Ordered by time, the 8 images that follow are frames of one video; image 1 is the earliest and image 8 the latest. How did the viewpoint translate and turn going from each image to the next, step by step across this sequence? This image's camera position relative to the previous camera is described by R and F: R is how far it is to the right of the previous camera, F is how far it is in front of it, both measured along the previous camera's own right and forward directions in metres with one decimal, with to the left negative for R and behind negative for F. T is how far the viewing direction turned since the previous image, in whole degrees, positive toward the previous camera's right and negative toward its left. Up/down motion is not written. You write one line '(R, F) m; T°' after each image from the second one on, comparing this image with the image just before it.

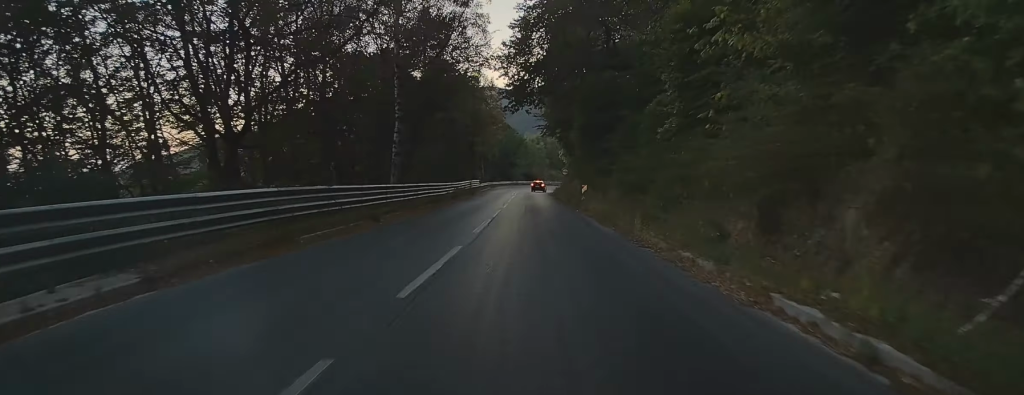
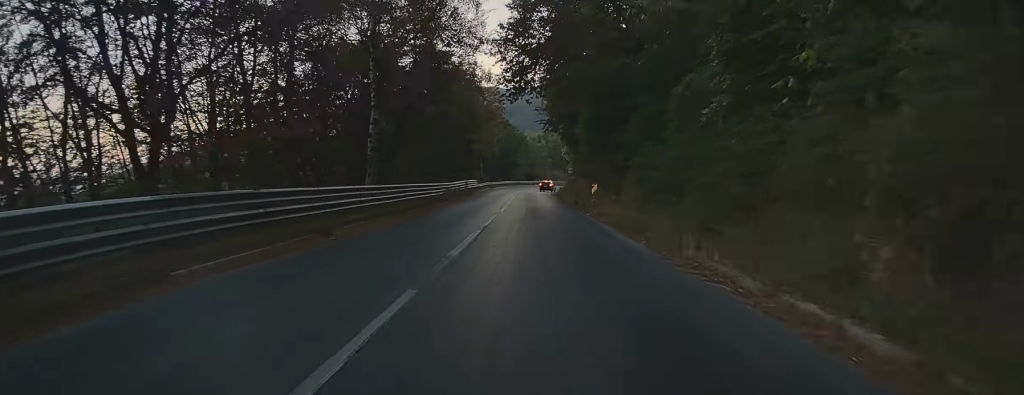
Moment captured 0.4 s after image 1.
(-0.3, +5.5) m; -2°
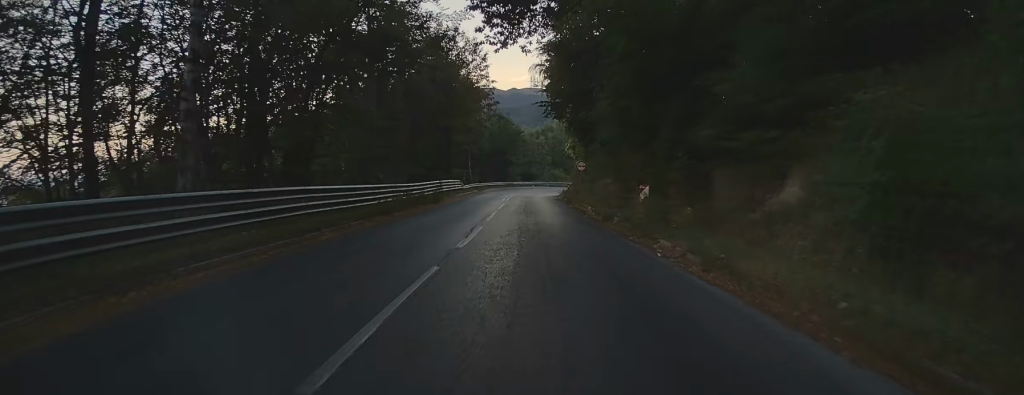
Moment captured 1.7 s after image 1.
(-0.1, +16.0) m; +2°
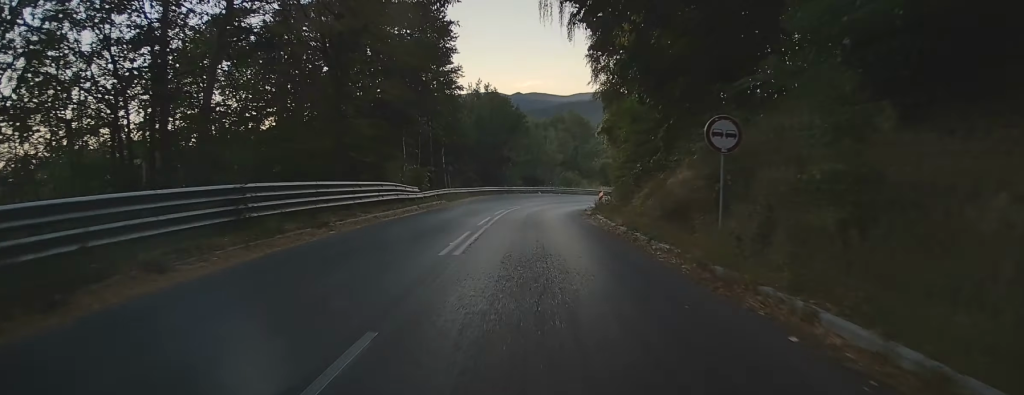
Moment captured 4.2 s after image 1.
(+0.4, +31.3) m; +1°
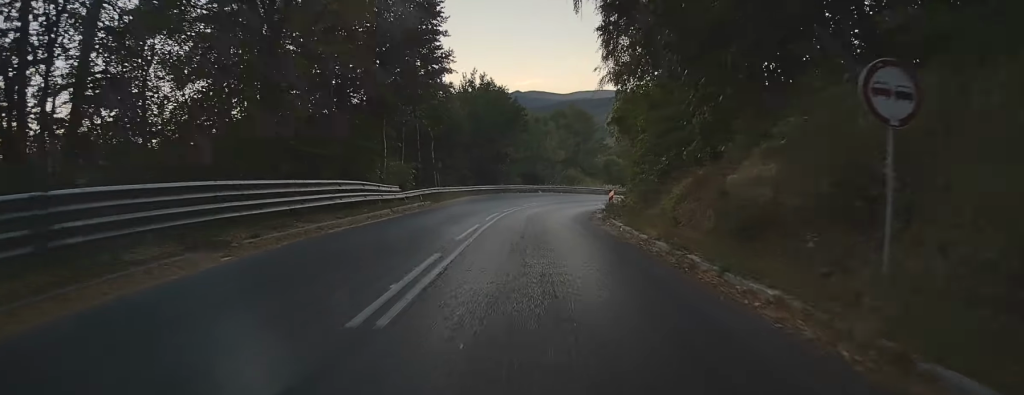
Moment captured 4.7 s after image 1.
(-0.2, +6.1) m; +1°
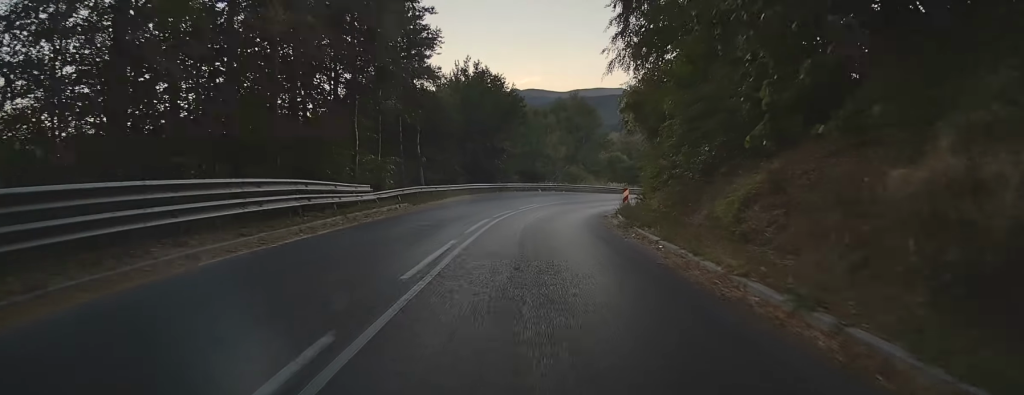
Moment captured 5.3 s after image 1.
(+0.5, +6.6) m; +1°
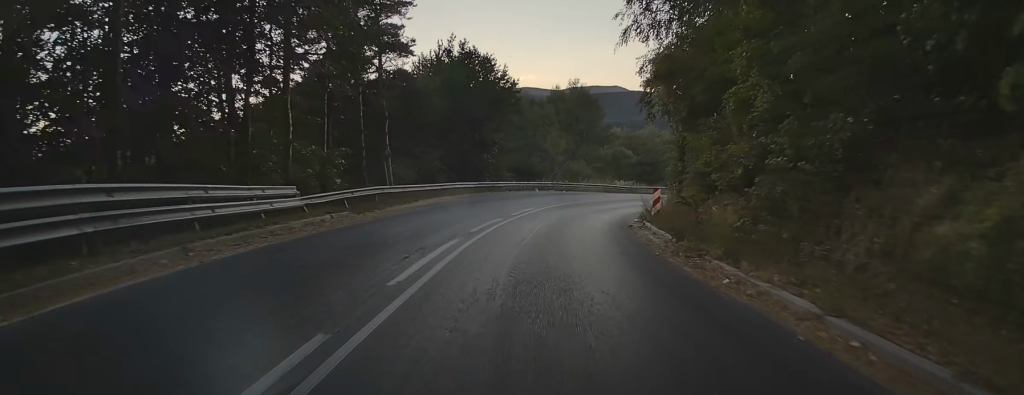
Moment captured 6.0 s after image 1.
(+0.1, +9.3) m; +1°
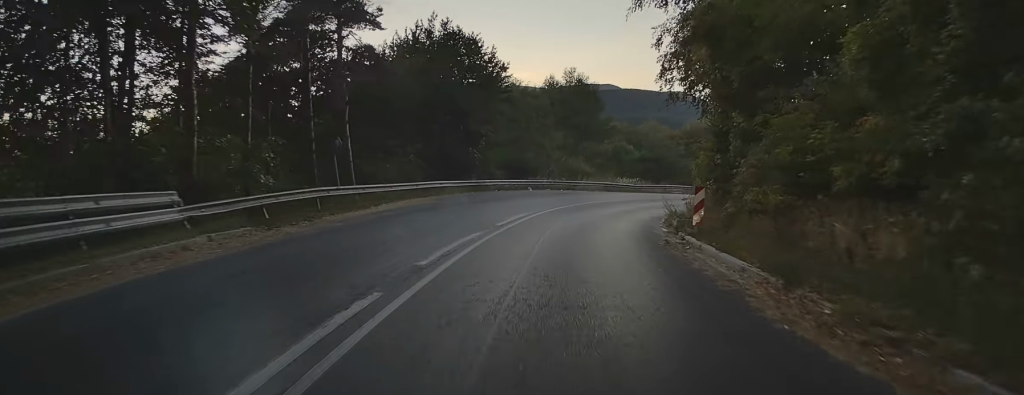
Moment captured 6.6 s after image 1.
(-0.3, +7.2) m; 0°
